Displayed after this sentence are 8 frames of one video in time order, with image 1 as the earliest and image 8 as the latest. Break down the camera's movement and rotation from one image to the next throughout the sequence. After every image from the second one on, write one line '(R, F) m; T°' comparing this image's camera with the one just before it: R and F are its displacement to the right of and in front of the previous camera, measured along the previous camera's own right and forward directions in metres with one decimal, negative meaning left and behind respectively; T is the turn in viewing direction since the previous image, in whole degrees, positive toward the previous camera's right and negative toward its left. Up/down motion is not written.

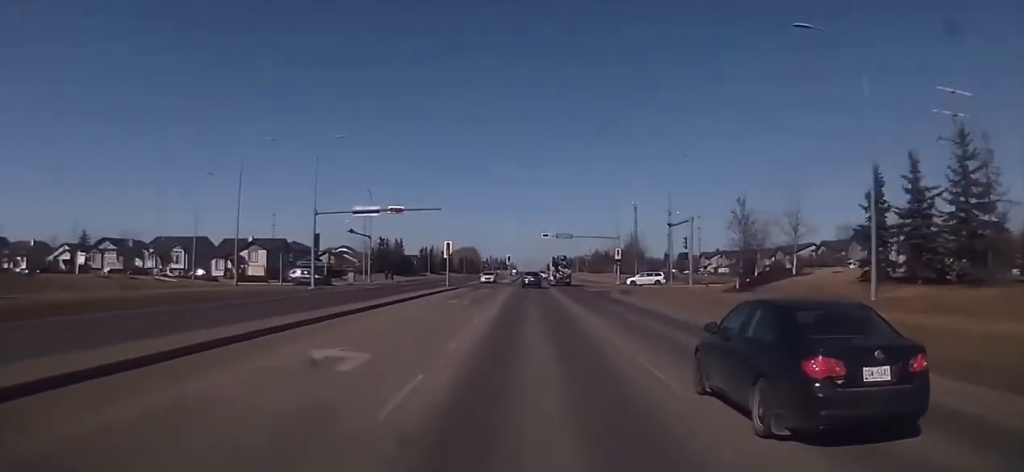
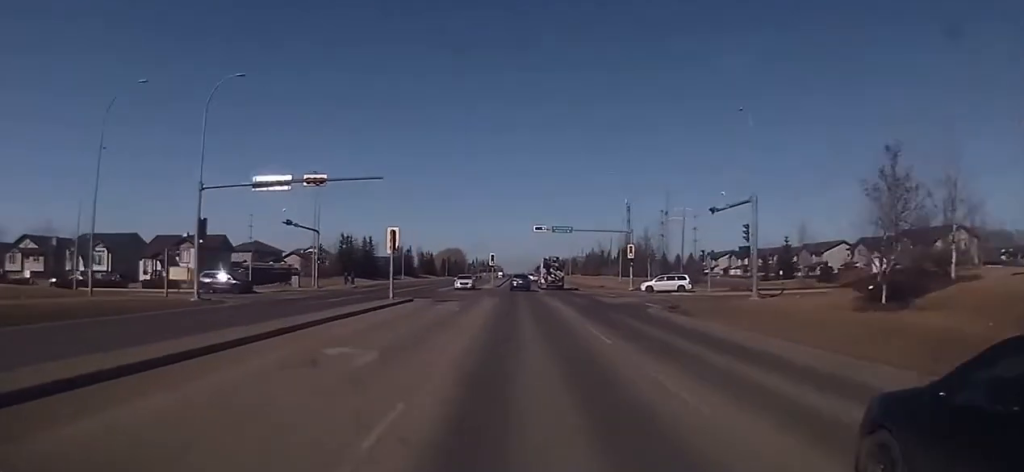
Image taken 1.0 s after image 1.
(+0.2, +21.1) m; +1°
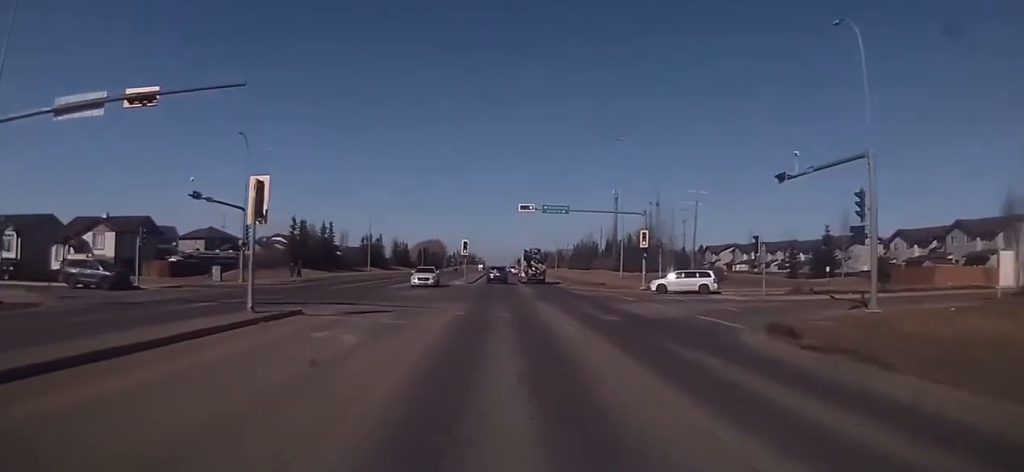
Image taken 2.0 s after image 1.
(+0.1, +18.0) m; +1°
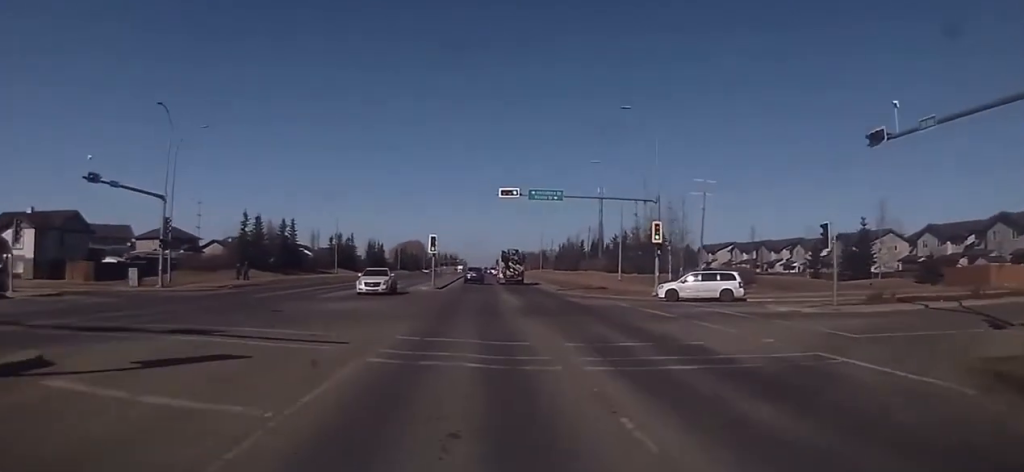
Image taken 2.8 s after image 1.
(+0.1, +12.9) m; +1°
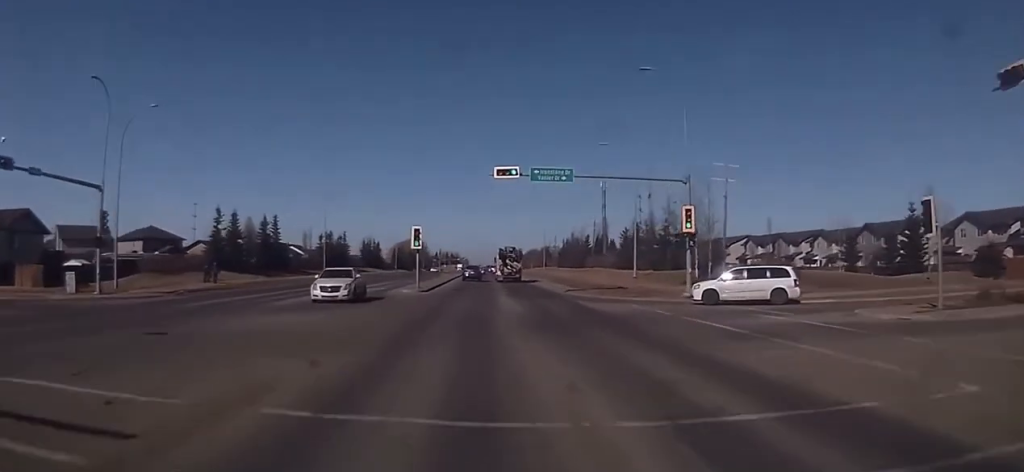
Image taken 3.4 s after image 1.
(+0.2, +9.6) m; 0°
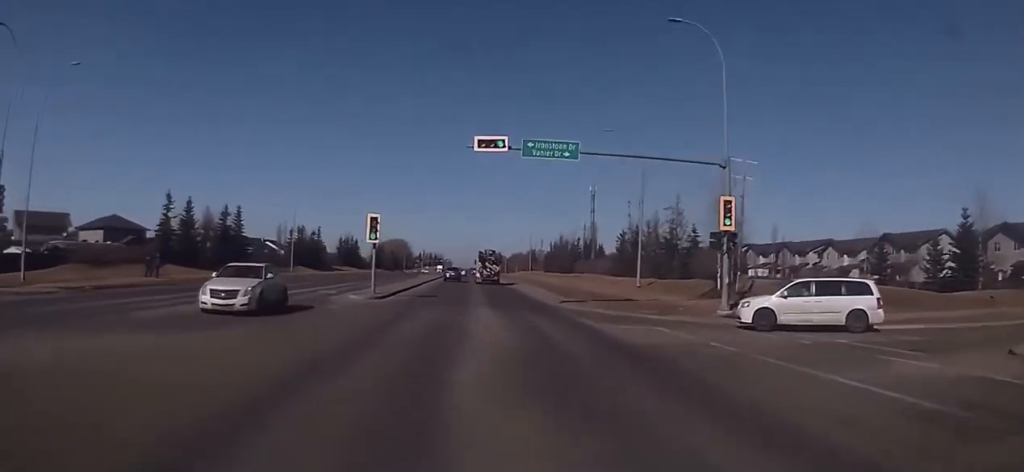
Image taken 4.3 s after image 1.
(-0.2, +9.8) m; +5°
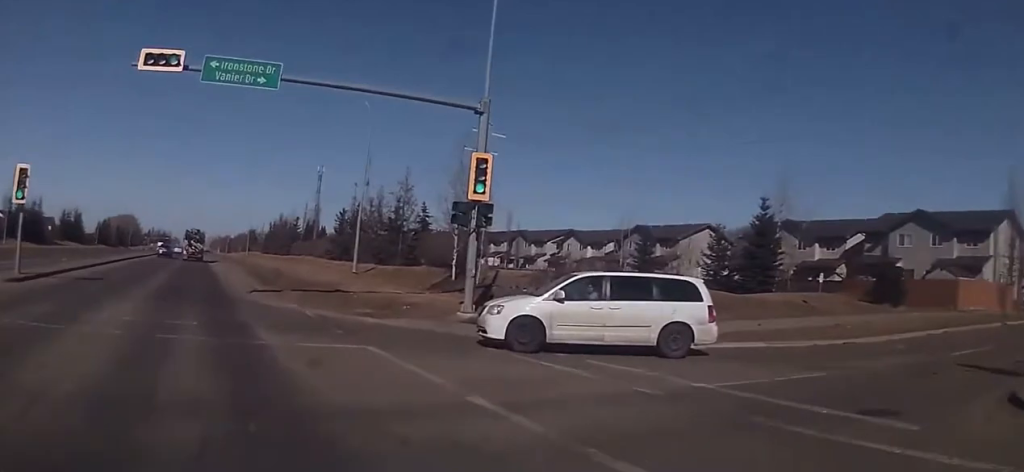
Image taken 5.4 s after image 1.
(+1.4, +9.3) m; +24°
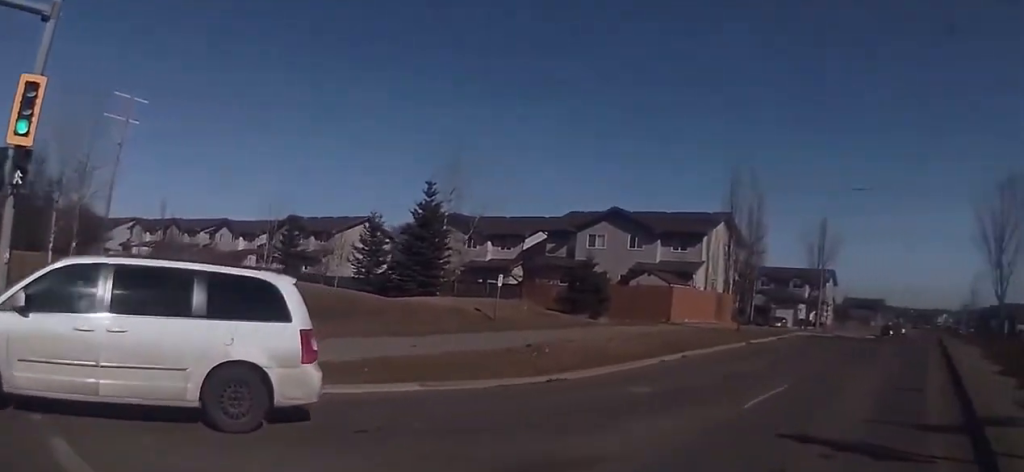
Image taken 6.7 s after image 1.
(+2.7, +7.0) m; +34°
